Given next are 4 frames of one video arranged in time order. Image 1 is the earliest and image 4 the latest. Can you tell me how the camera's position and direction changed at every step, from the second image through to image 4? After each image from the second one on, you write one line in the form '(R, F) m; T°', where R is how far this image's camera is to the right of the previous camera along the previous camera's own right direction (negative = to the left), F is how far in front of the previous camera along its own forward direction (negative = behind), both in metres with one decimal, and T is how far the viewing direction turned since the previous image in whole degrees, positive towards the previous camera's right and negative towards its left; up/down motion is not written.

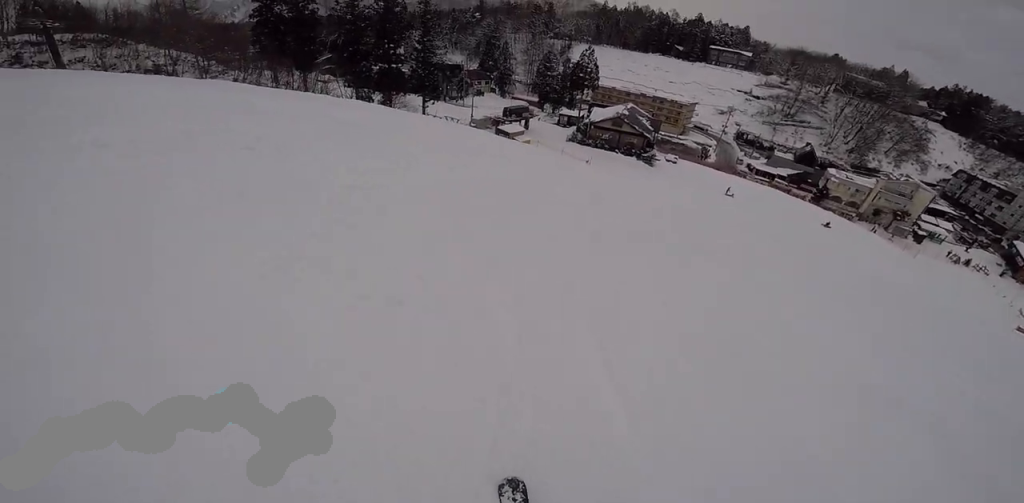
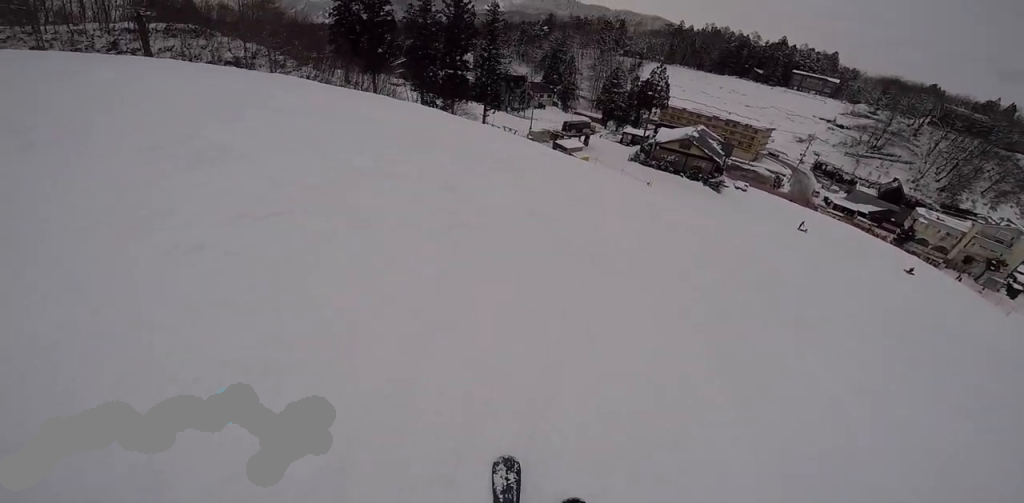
(-0.1, +1.8) m; 0°
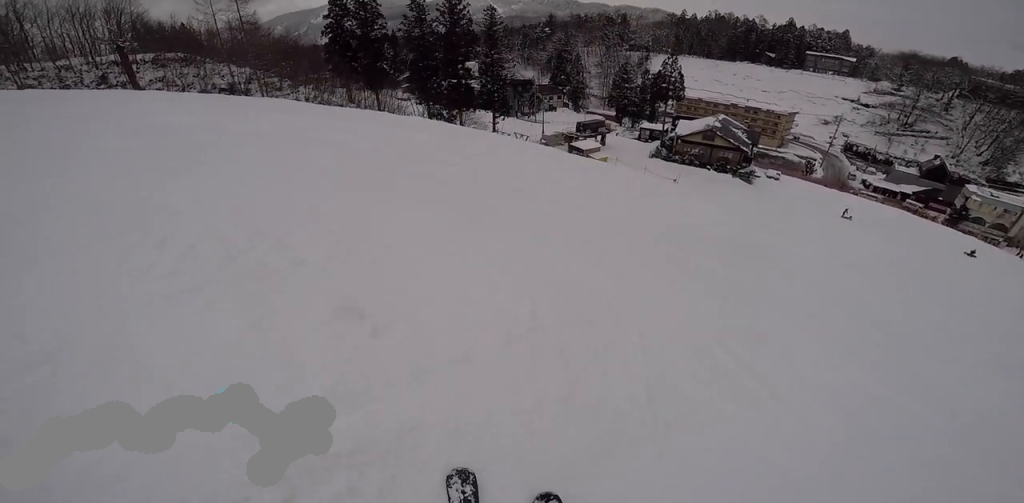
(0.0, +2.4) m; +15°
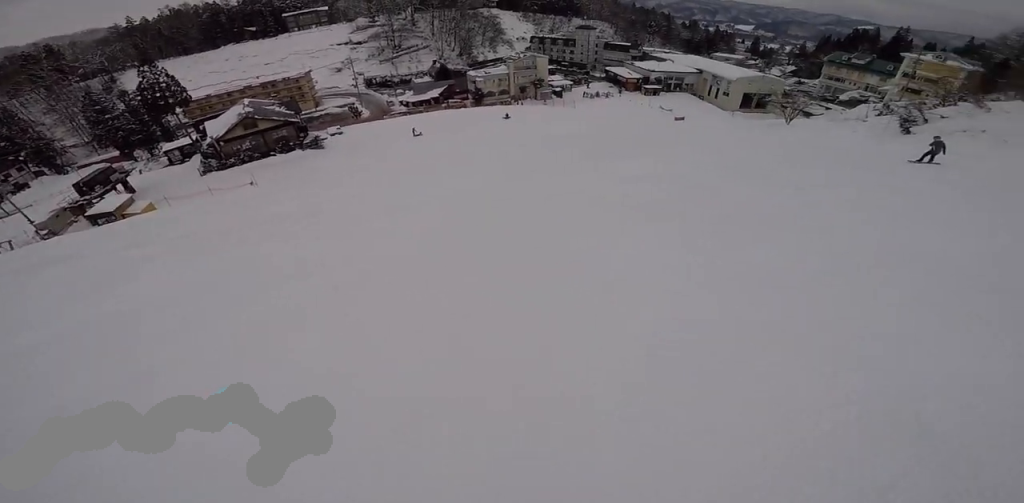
(+1.6, +4.6) m; +34°
